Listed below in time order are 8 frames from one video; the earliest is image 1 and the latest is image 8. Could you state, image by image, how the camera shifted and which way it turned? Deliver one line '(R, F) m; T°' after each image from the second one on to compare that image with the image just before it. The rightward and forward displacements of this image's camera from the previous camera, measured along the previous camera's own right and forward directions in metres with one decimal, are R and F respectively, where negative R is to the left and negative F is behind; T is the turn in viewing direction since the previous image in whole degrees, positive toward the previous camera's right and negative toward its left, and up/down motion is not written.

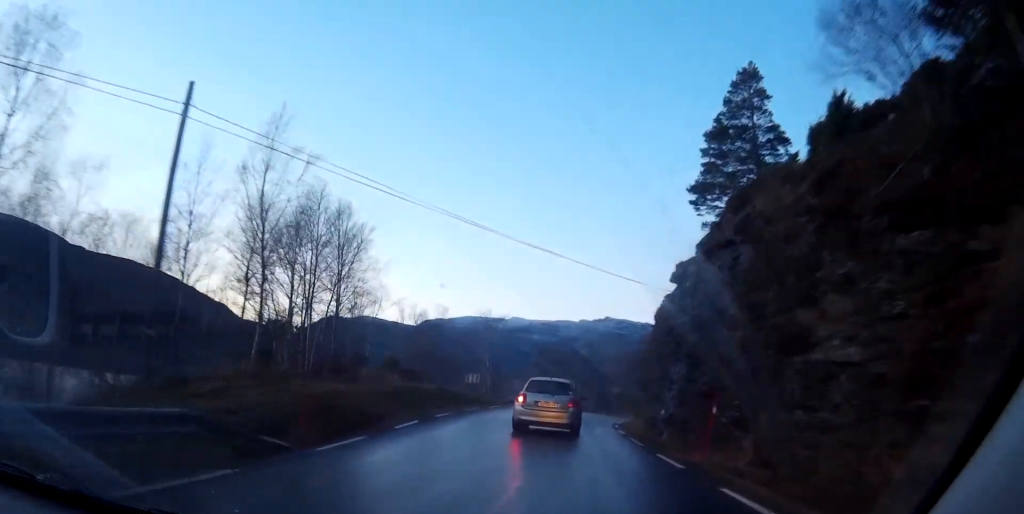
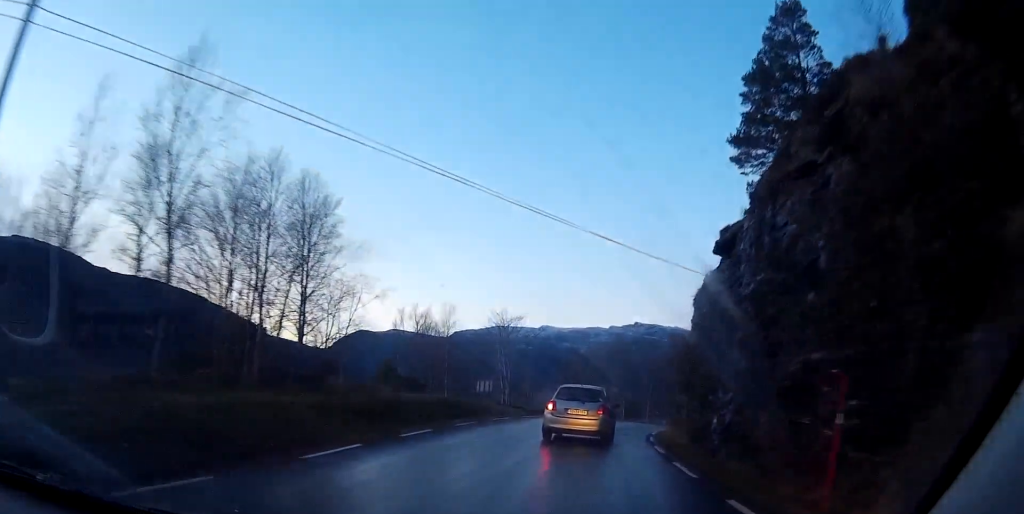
(-0.2, +6.6) m; -2°
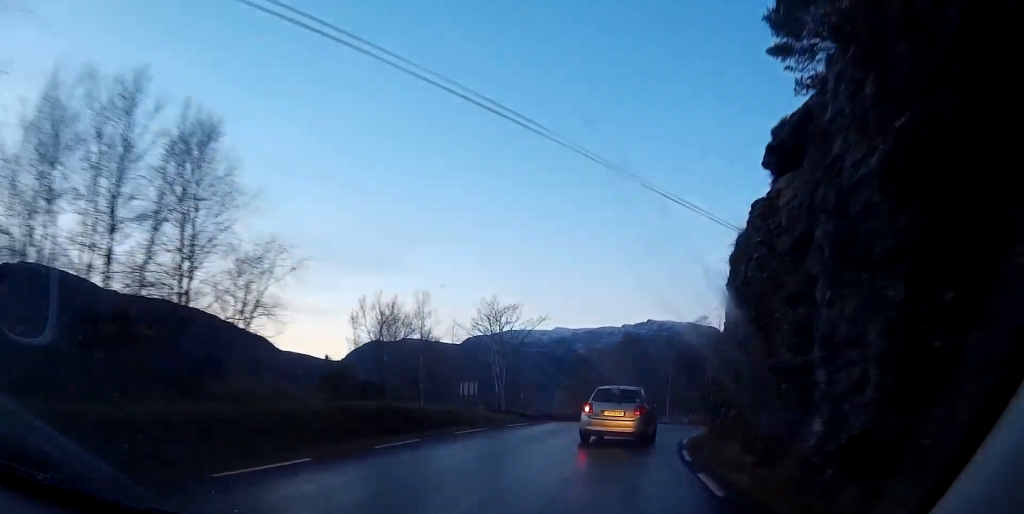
(-0.2, +8.7) m; -1°
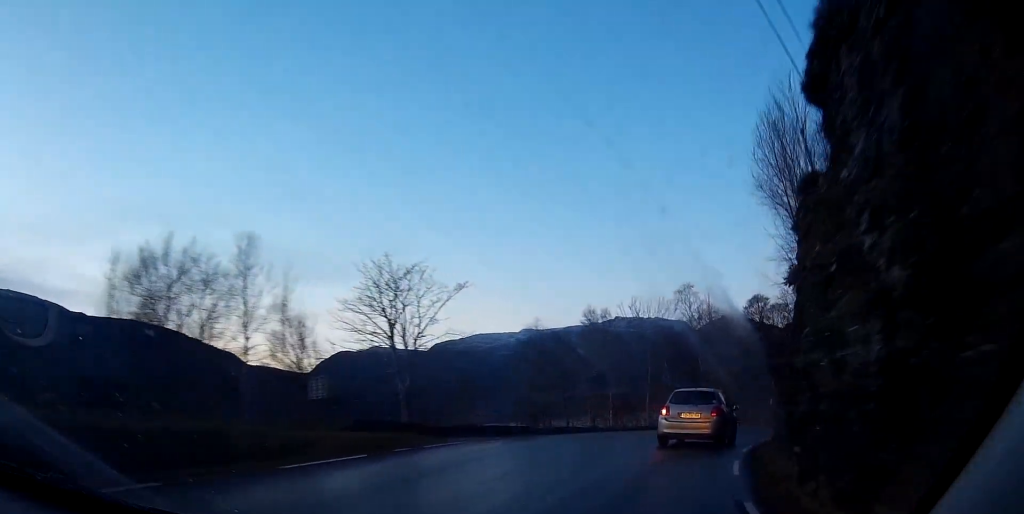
(+0.1, +16.1) m; +4°
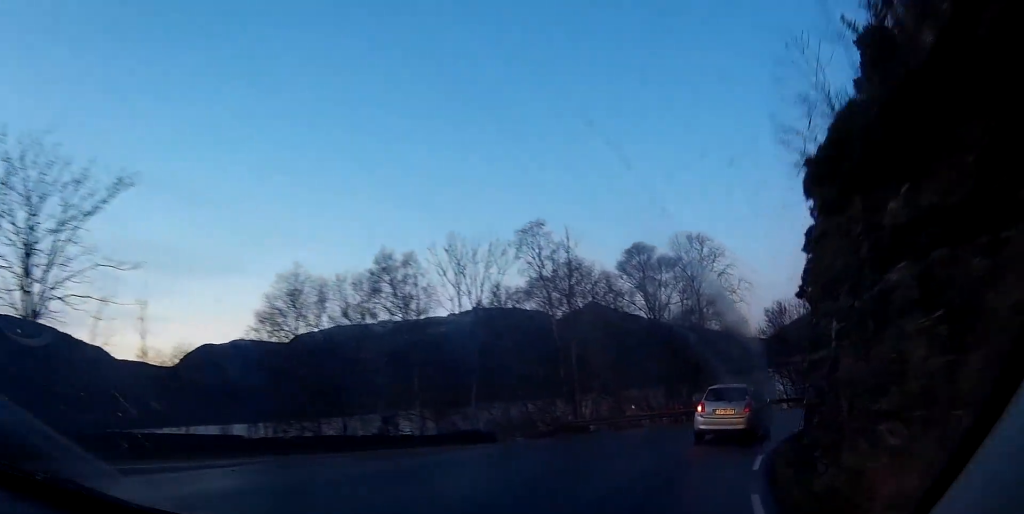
(+1.8, +17.3) m; +12°
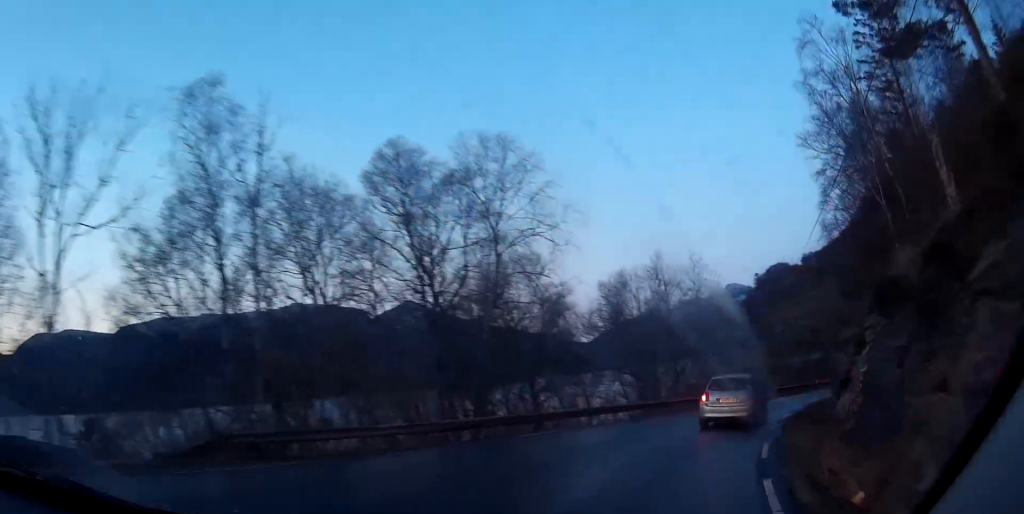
(+1.9, +17.7) m; +14°
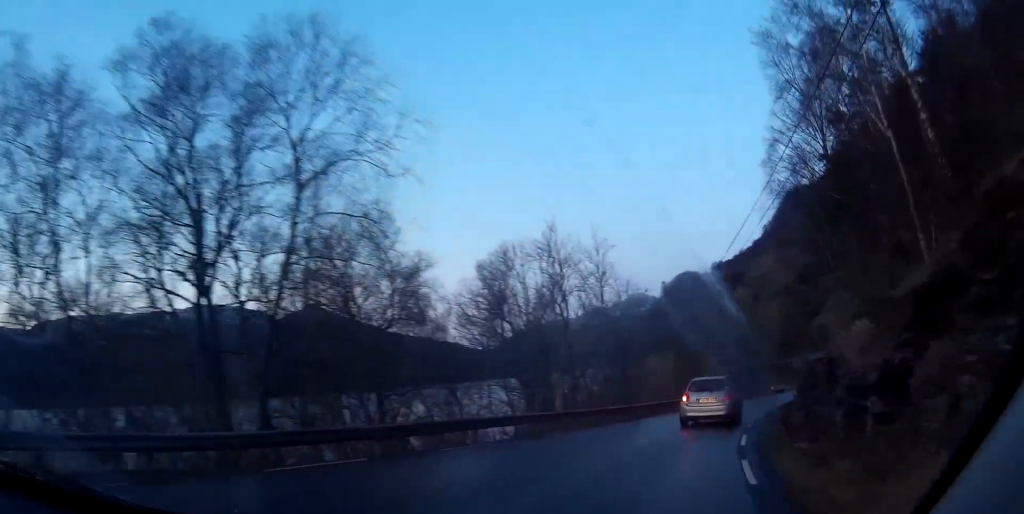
(+0.8, +10.0) m; +7°
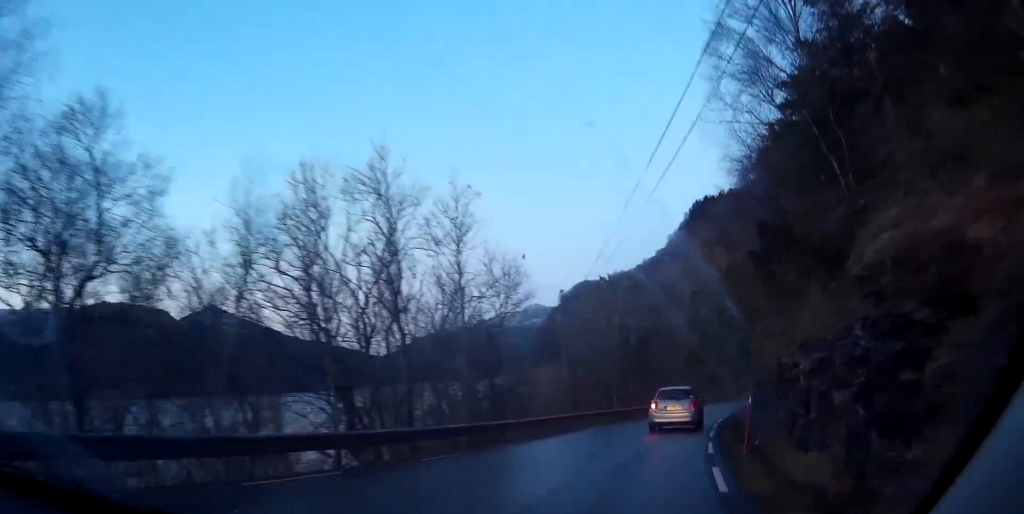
(+0.9, +13.1) m; +7°
